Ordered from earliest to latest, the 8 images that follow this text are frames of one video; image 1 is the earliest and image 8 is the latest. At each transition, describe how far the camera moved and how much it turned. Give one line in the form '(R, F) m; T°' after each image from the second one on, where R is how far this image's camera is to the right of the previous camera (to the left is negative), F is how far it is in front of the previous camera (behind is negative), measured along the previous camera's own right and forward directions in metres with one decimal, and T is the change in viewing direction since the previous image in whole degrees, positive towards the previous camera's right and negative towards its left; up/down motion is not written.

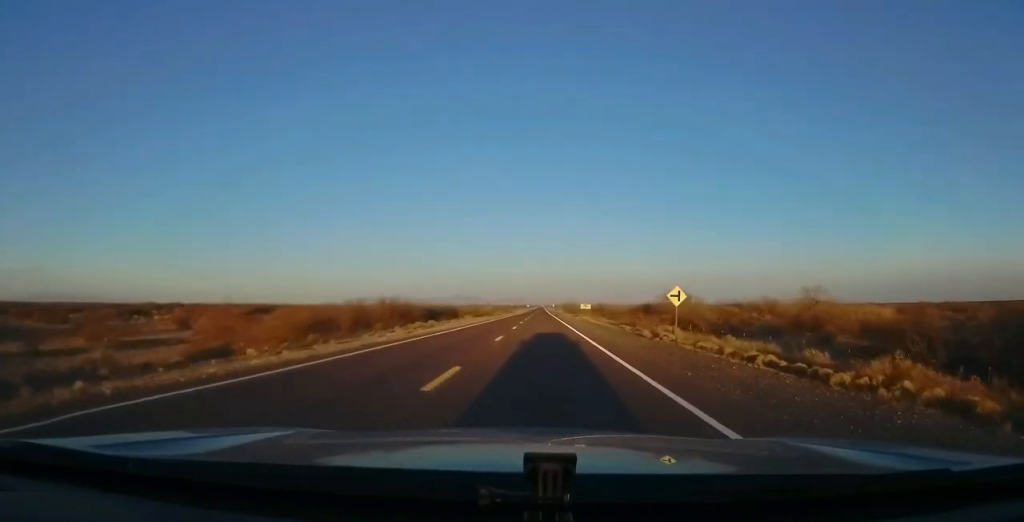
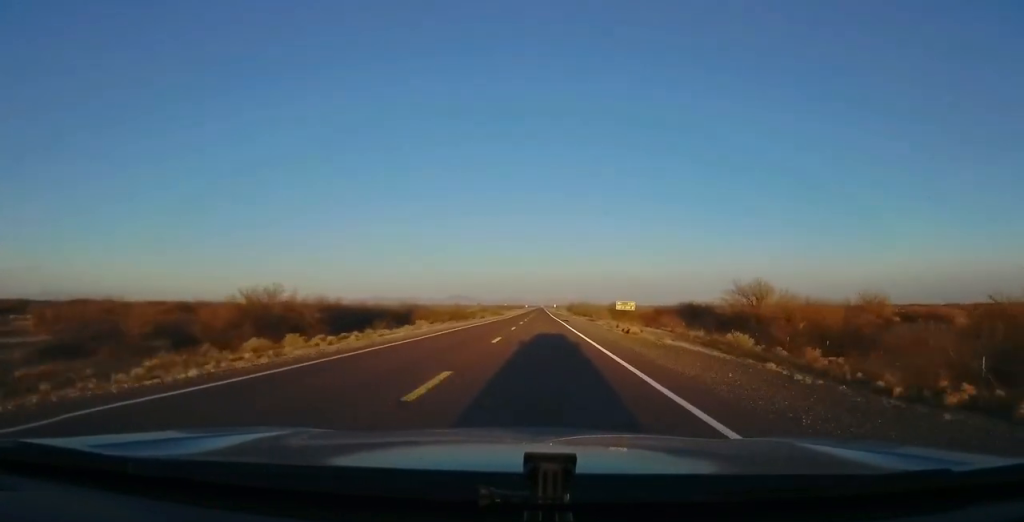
(+0.6, +38.2) m; 0°
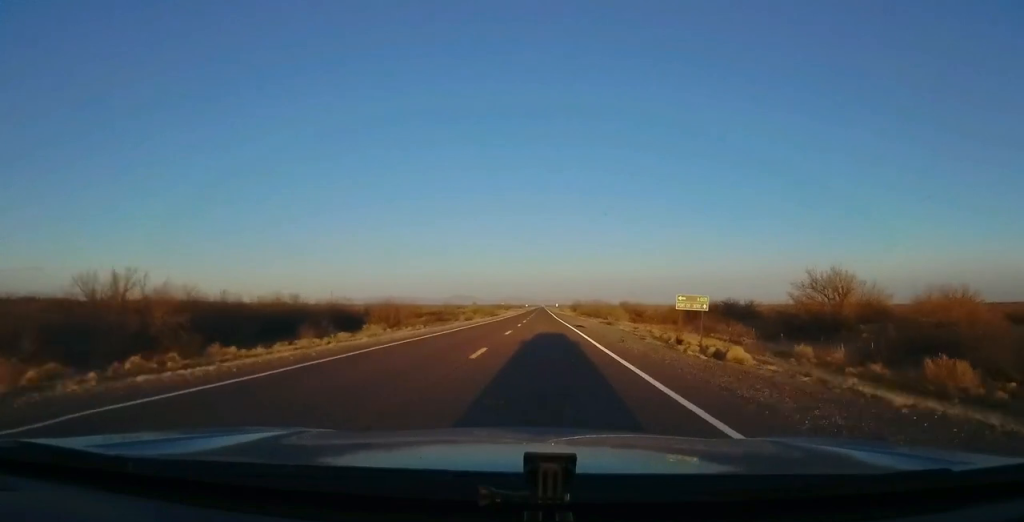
(0.0, +18.6) m; -1°
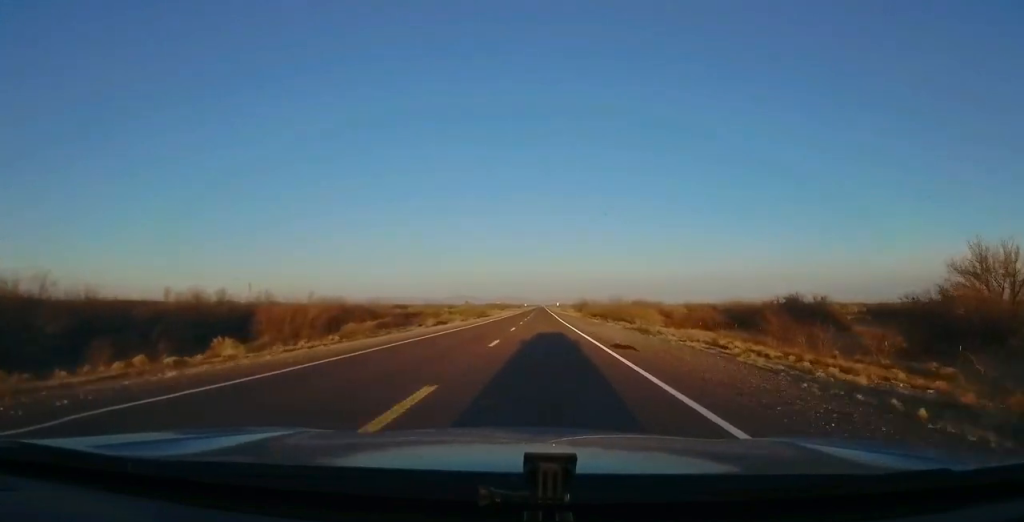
(-0.3, +20.6) m; -1°
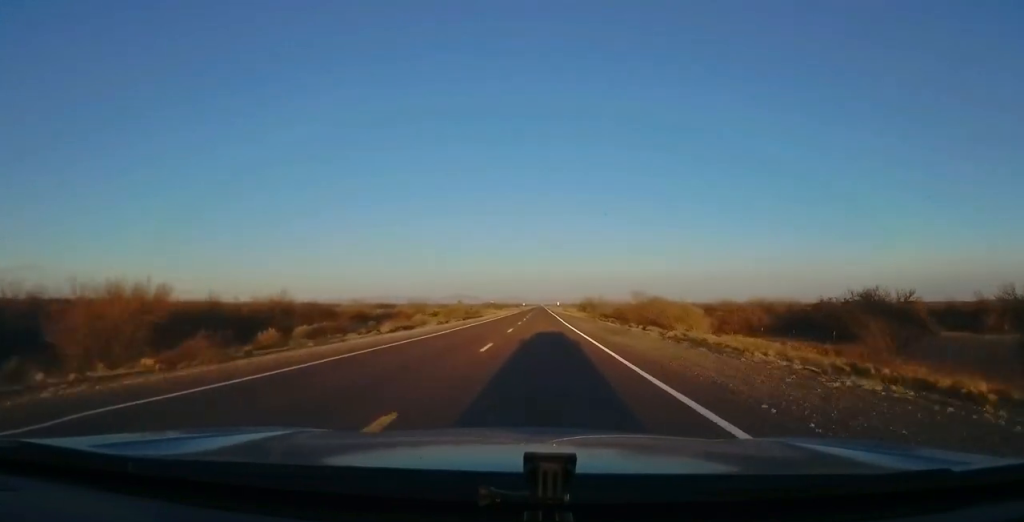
(-0.1, +14.7) m; 0°
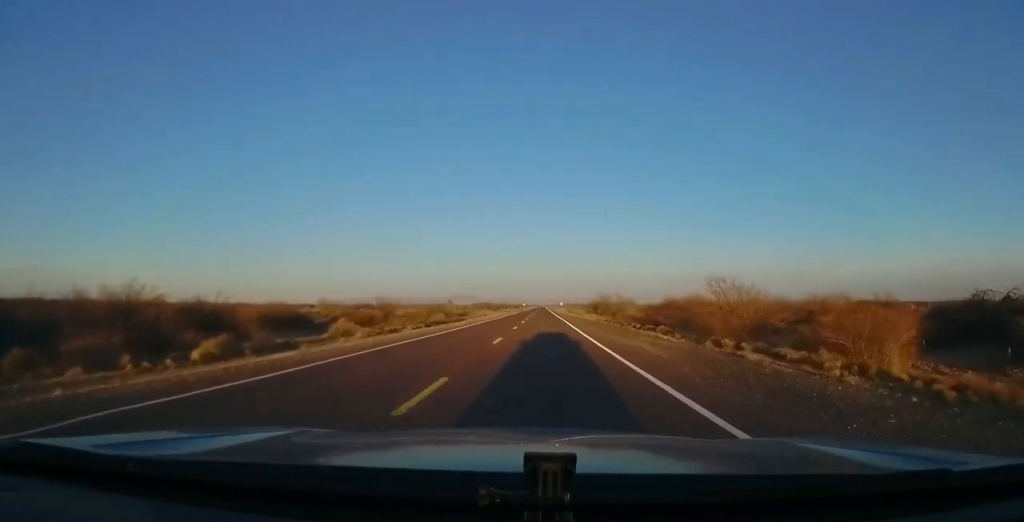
(-0.1, +21.6) m; +1°
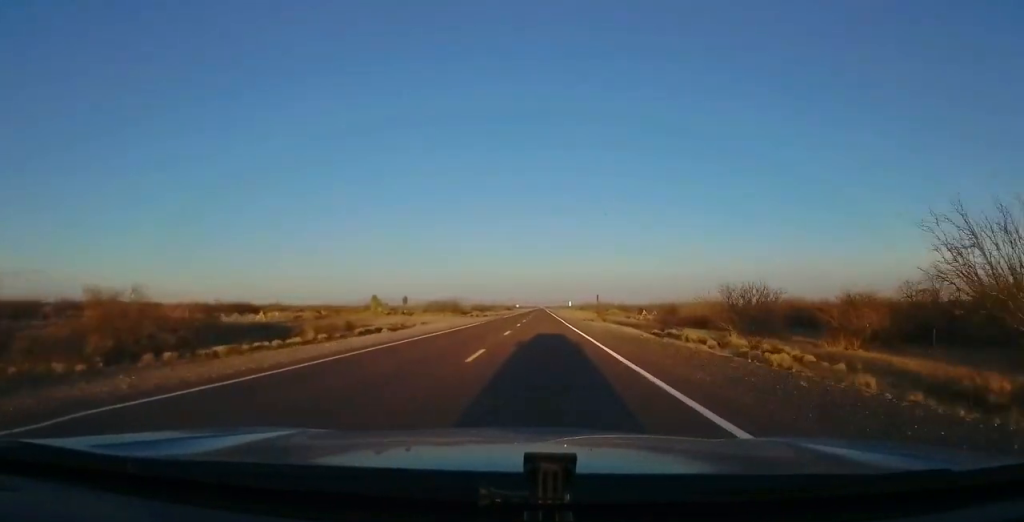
(+1.2, +68.3) m; +1°
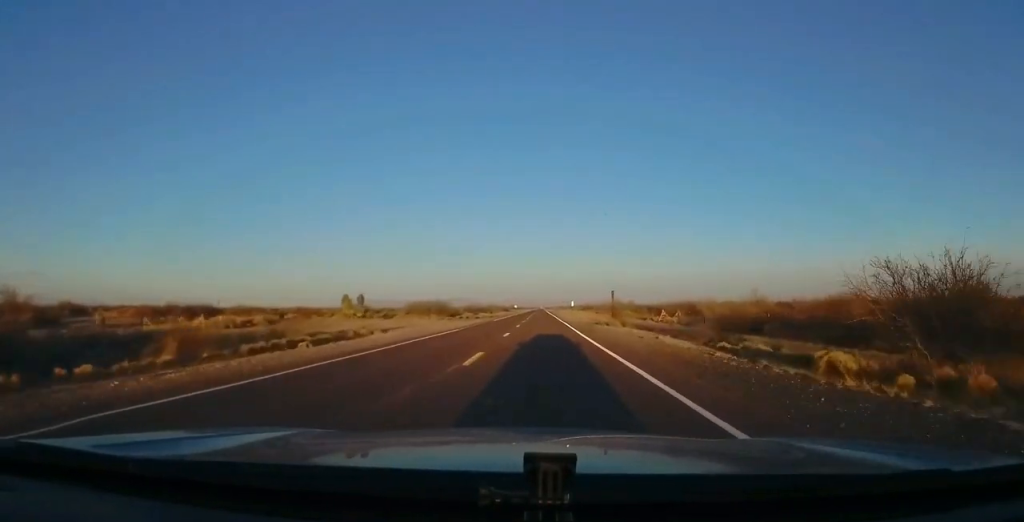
(0.0, +12.6) m; 0°
